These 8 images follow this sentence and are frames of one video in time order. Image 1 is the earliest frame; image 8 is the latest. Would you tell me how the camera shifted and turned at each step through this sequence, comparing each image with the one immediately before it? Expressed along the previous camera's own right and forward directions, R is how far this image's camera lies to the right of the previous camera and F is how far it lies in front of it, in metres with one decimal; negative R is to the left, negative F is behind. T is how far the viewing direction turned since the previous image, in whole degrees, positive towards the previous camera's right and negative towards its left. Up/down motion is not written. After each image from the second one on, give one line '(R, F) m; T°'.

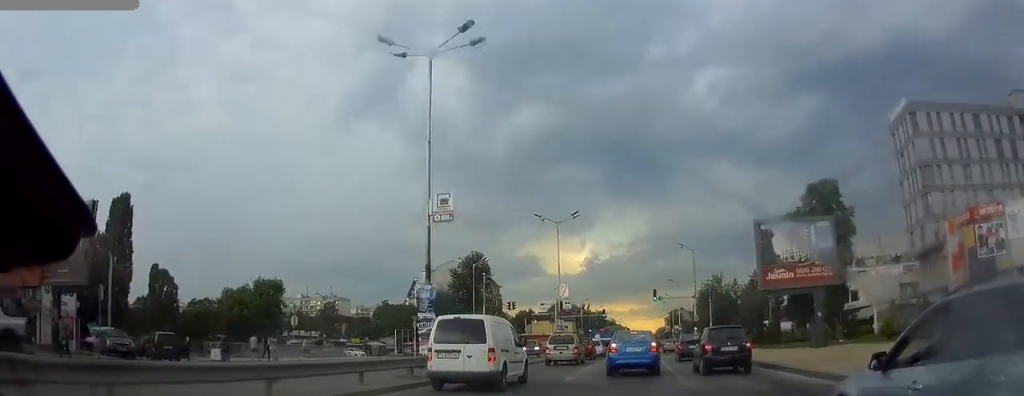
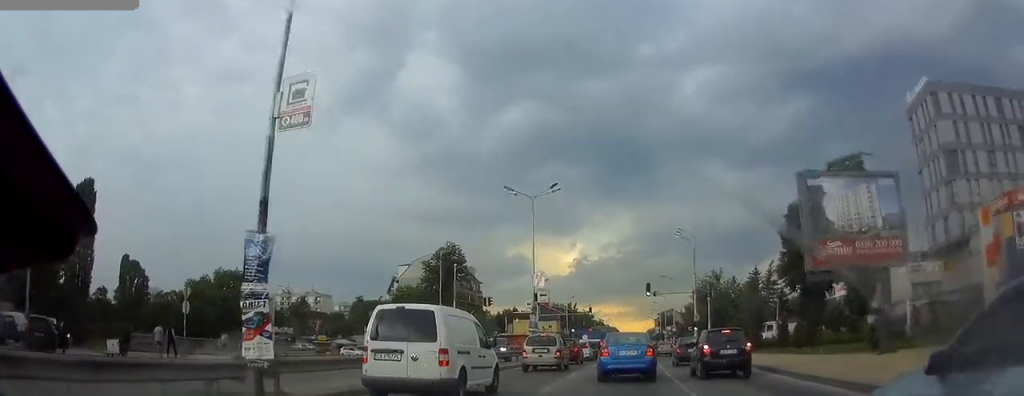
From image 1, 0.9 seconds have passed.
(0.0, +8.8) m; 0°
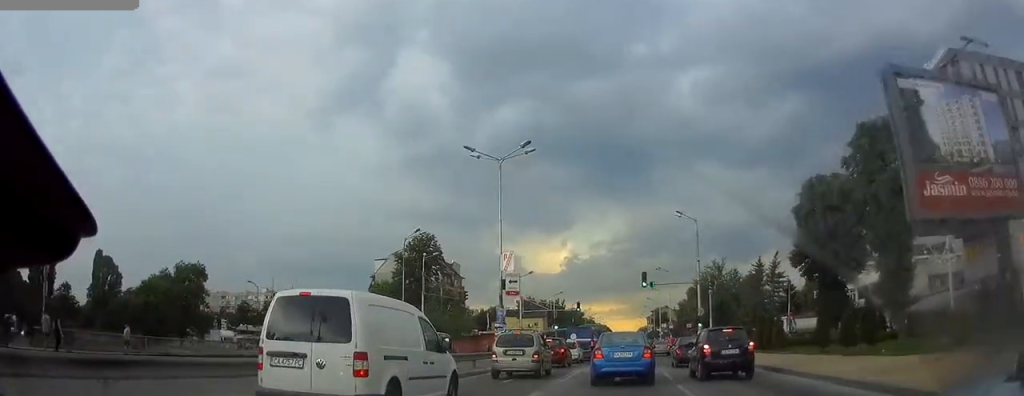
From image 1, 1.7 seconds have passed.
(0.0, +8.2) m; 0°
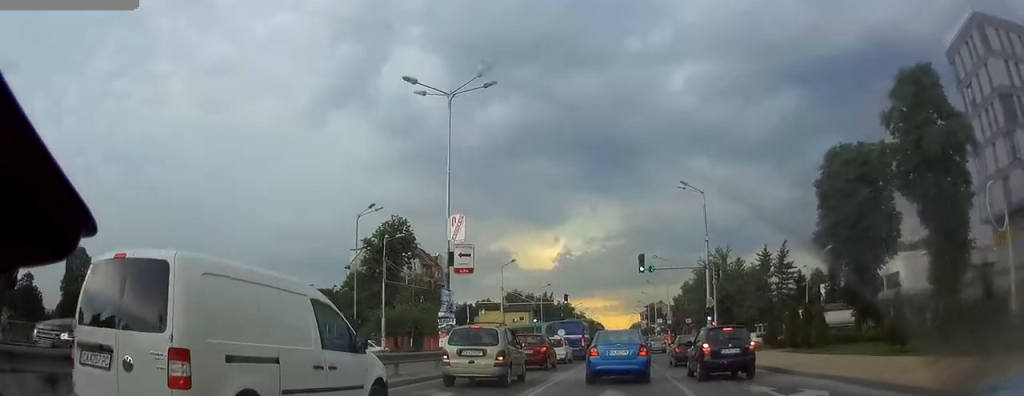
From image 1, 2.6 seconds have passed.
(-0.1, +8.6) m; 0°
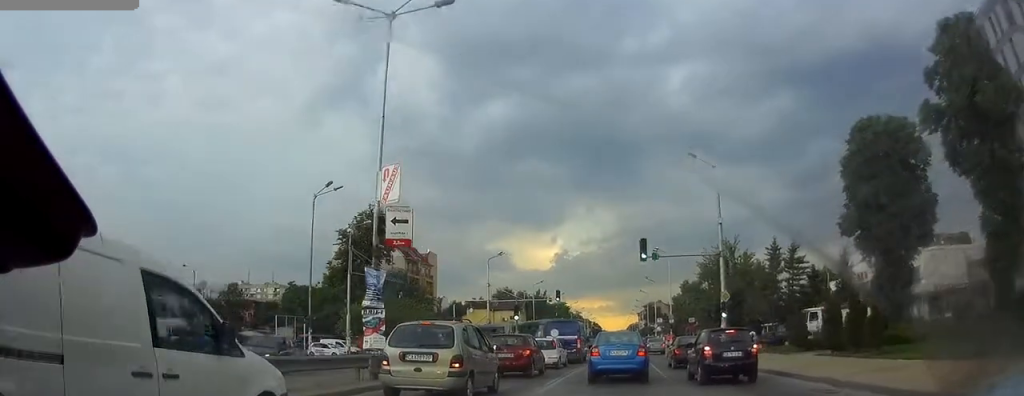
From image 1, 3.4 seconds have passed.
(0.0, +6.6) m; +2°
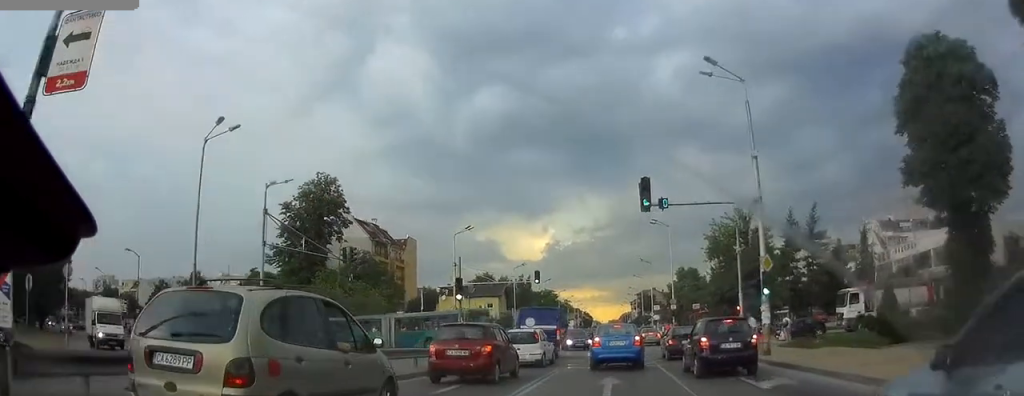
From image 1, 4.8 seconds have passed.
(+0.4, +10.7) m; +3°
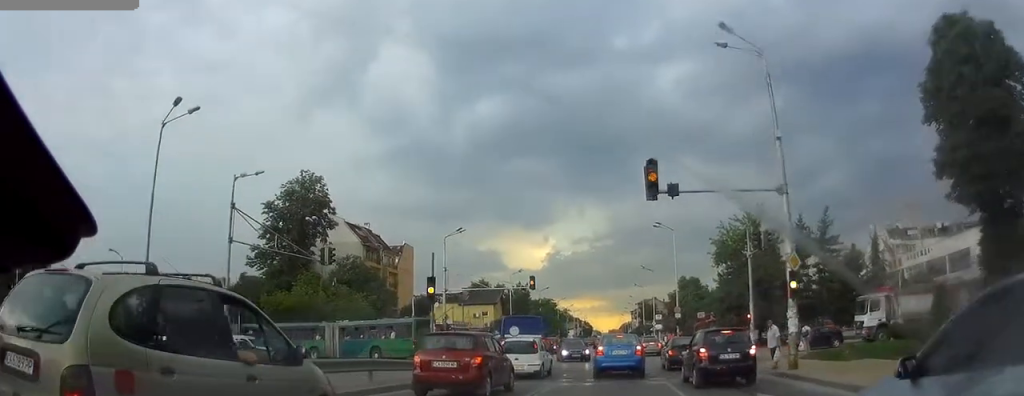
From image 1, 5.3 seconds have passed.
(0.0, +3.6) m; 0°
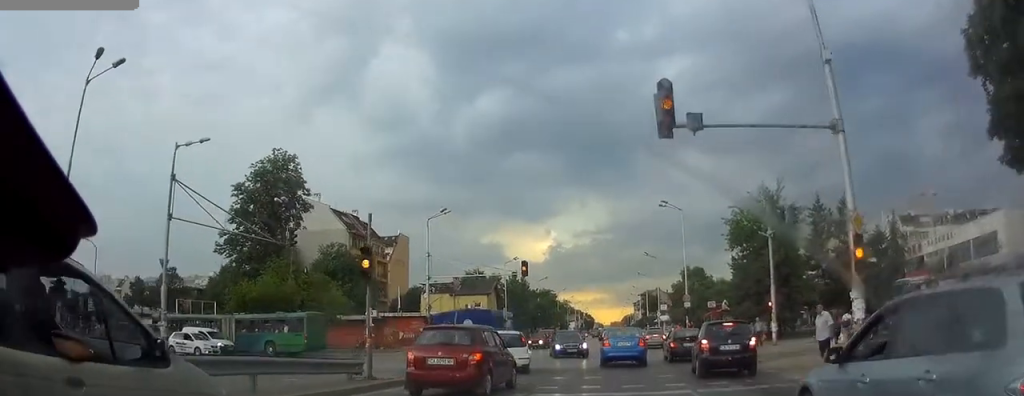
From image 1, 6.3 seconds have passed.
(+0.1, +5.5) m; +1°
